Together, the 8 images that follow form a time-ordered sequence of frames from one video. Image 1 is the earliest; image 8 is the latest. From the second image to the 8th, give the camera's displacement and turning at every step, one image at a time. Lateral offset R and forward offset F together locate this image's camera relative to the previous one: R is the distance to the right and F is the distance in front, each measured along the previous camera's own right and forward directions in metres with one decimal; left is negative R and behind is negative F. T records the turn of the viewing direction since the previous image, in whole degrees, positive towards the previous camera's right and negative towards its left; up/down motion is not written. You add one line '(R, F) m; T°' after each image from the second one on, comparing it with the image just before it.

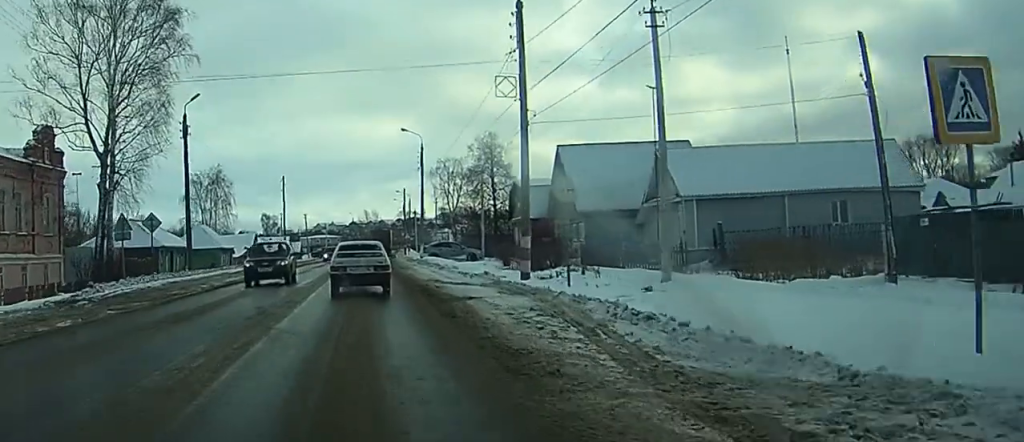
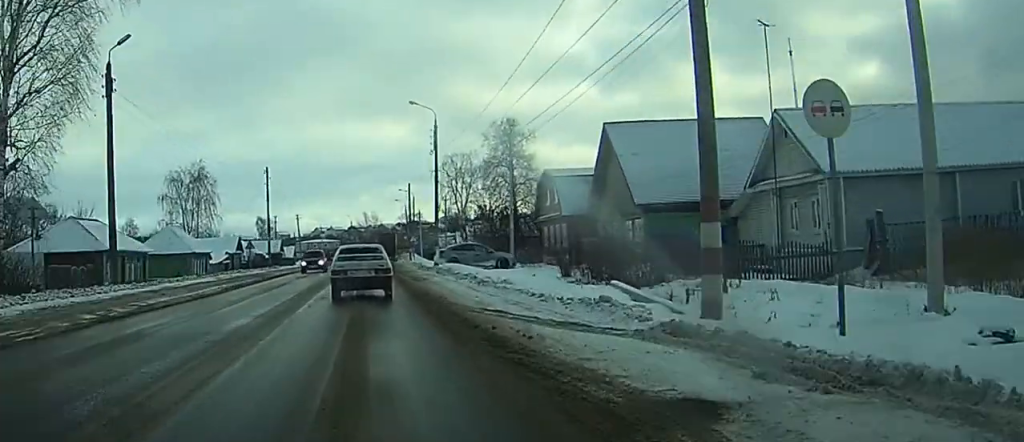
(0.0, +13.9) m; 0°
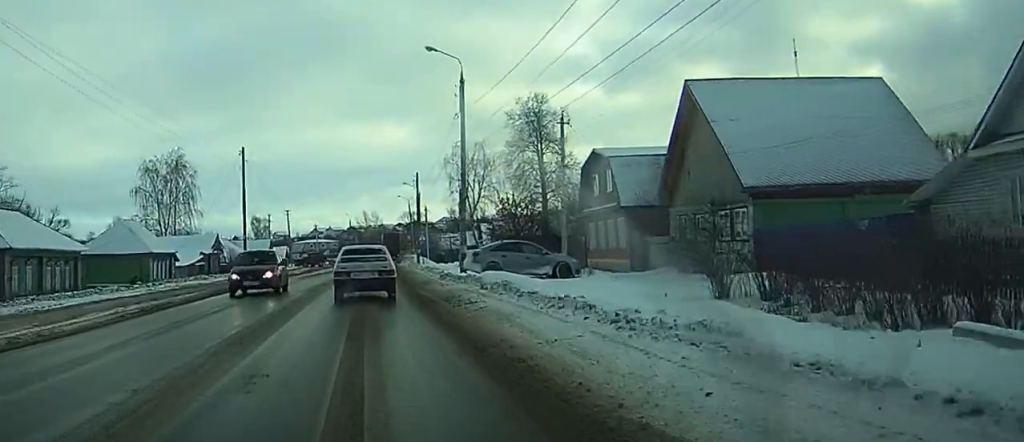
(0.0, +14.7) m; 0°
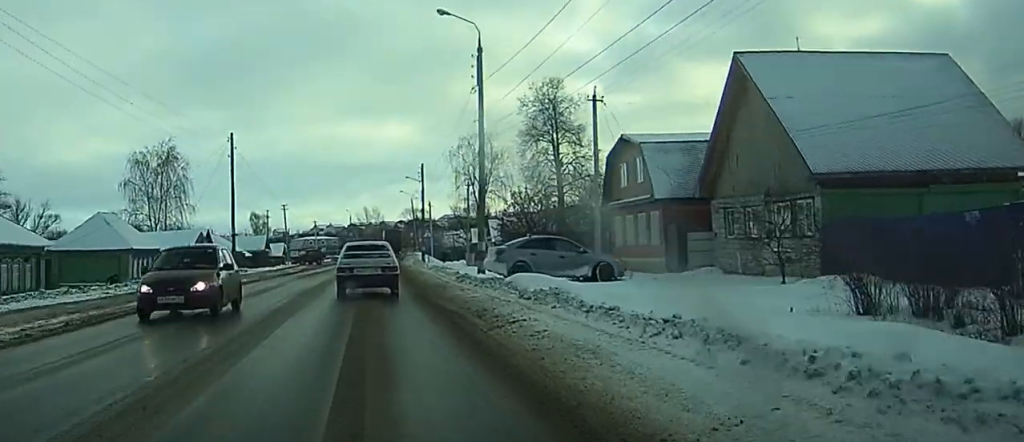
(0.0, +5.7) m; 0°
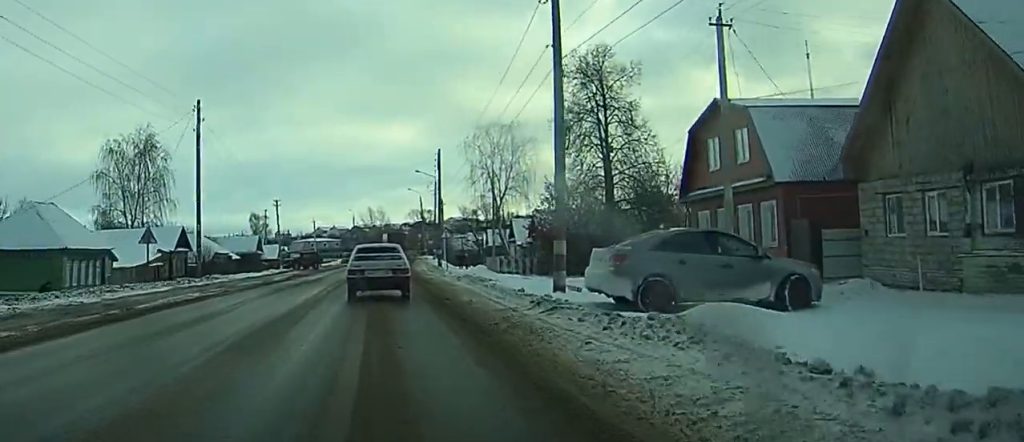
(0.0, +12.8) m; 0°
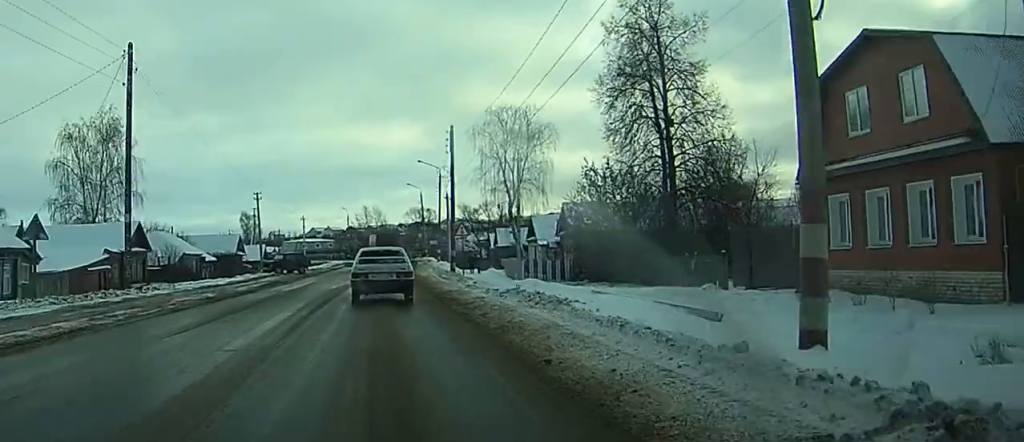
(0.0, +12.0) m; 0°
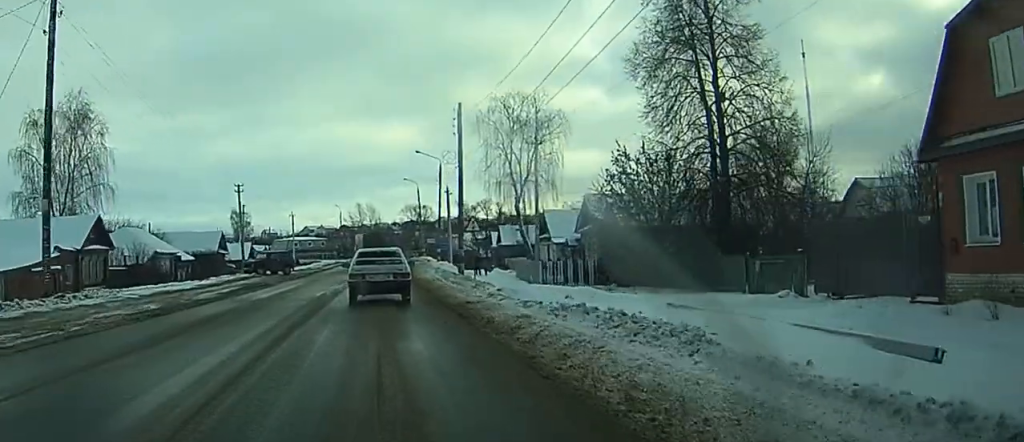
(0.0, +7.4) m; 0°
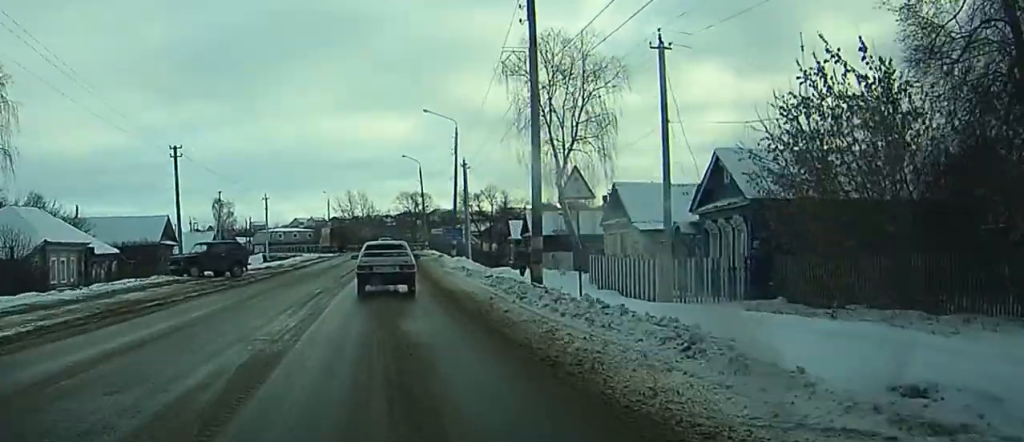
(+0.5, +20.8) m; +2°
